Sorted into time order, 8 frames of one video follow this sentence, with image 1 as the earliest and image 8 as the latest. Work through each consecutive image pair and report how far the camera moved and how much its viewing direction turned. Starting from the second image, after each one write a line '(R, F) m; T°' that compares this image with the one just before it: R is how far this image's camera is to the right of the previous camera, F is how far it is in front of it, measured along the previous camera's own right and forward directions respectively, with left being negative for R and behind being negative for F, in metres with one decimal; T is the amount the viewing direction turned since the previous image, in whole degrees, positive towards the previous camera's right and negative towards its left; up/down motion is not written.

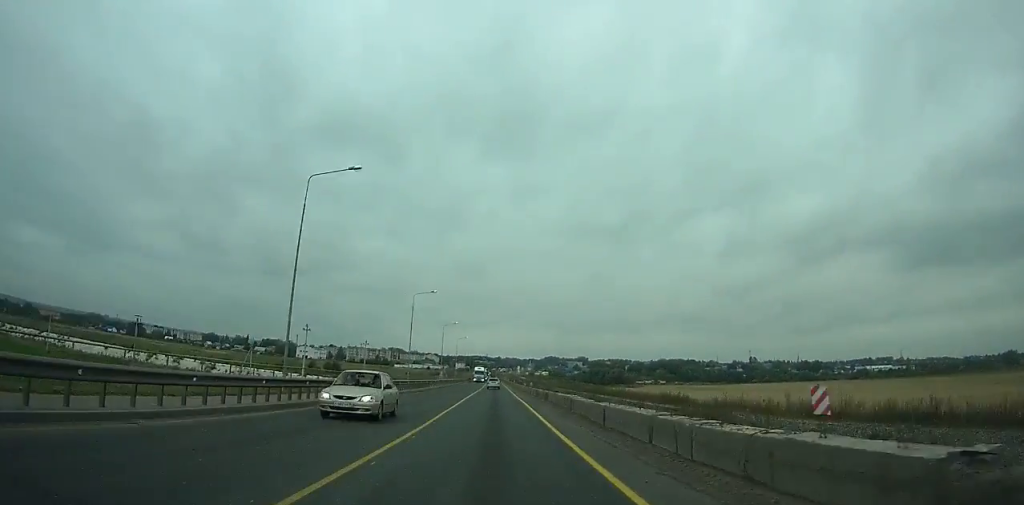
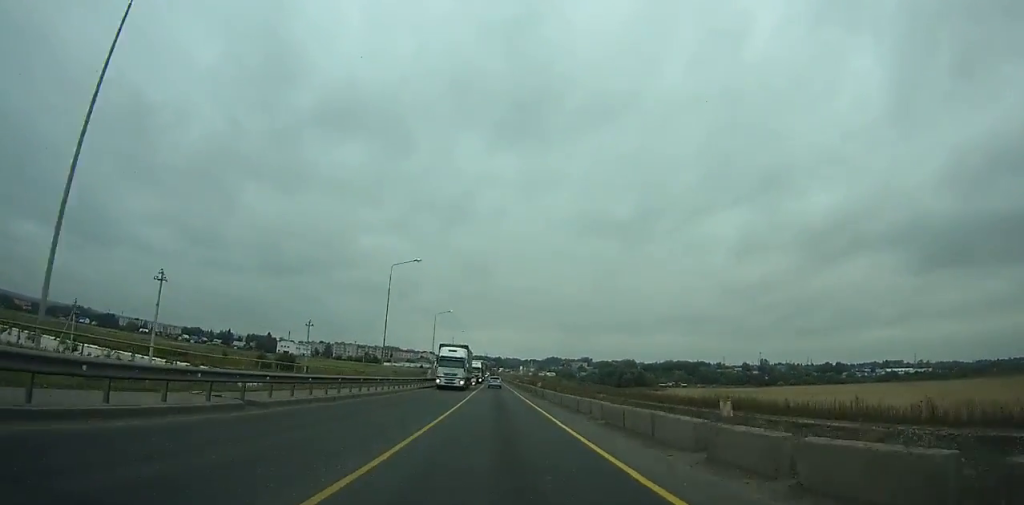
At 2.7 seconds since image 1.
(-0.2, +55.3) m; 0°
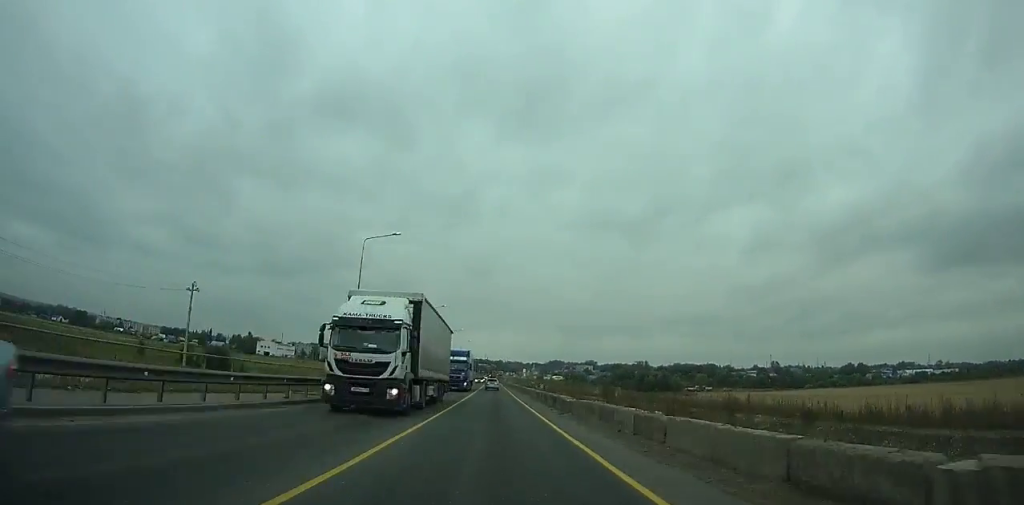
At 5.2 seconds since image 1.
(-0.1, +50.8) m; 0°
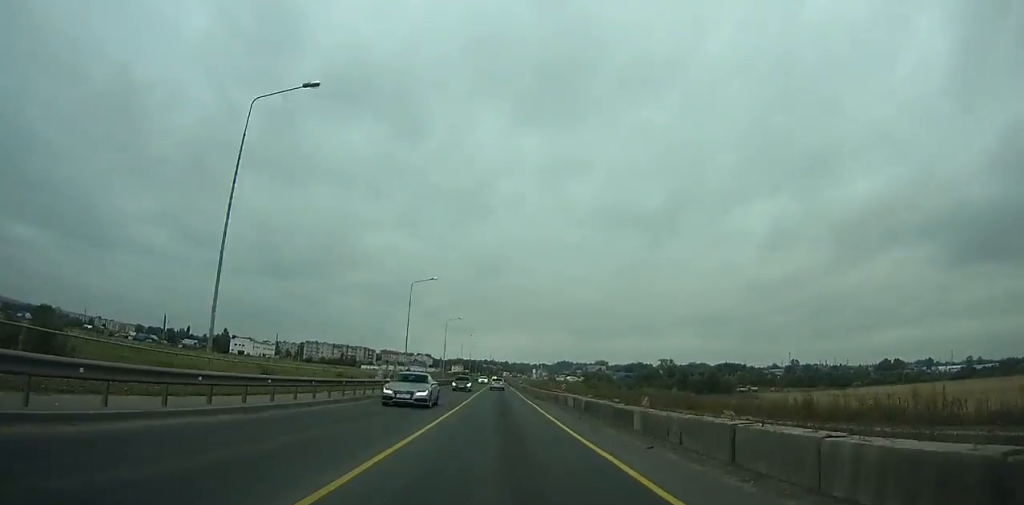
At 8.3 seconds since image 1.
(+0.2, +62.6) m; 0°
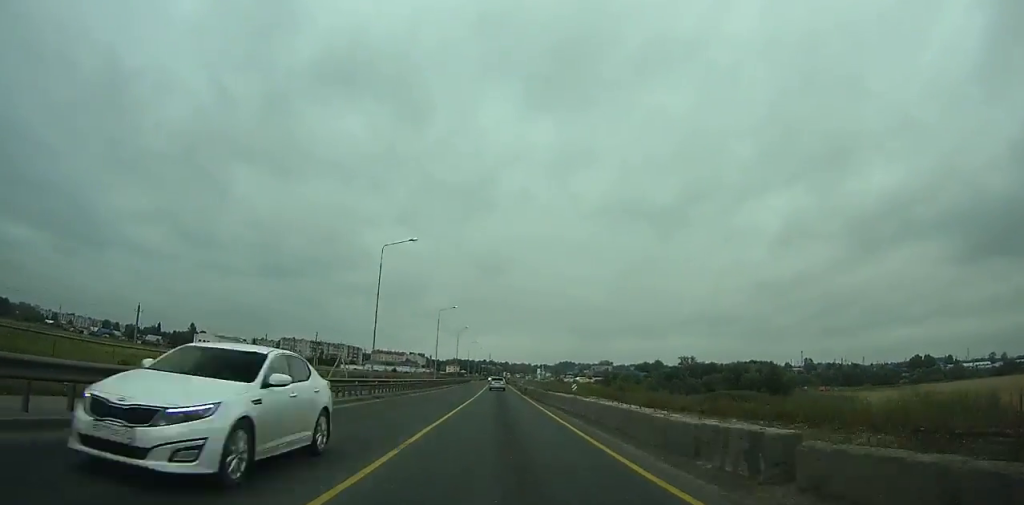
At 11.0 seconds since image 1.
(0.0, +54.1) m; 0°
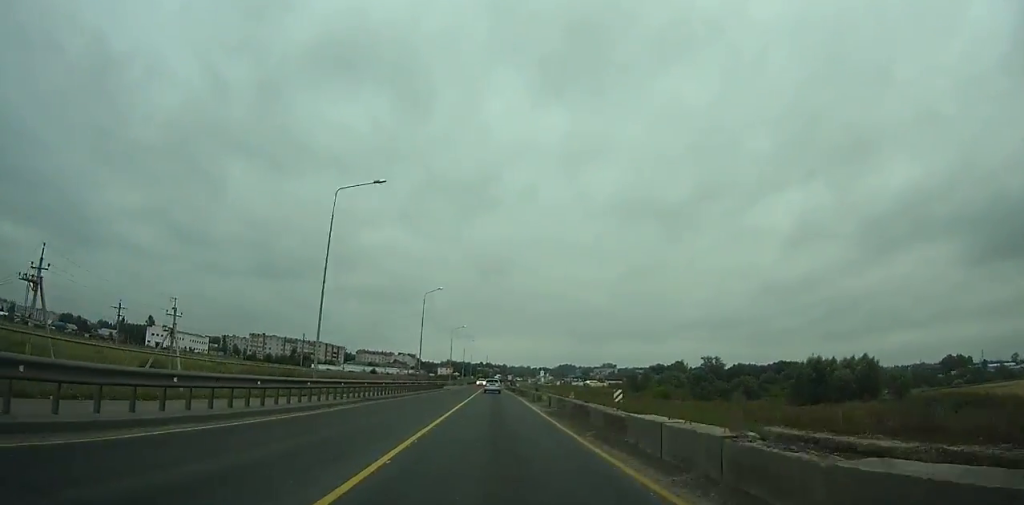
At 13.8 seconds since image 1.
(-0.2, +55.4) m; 0°
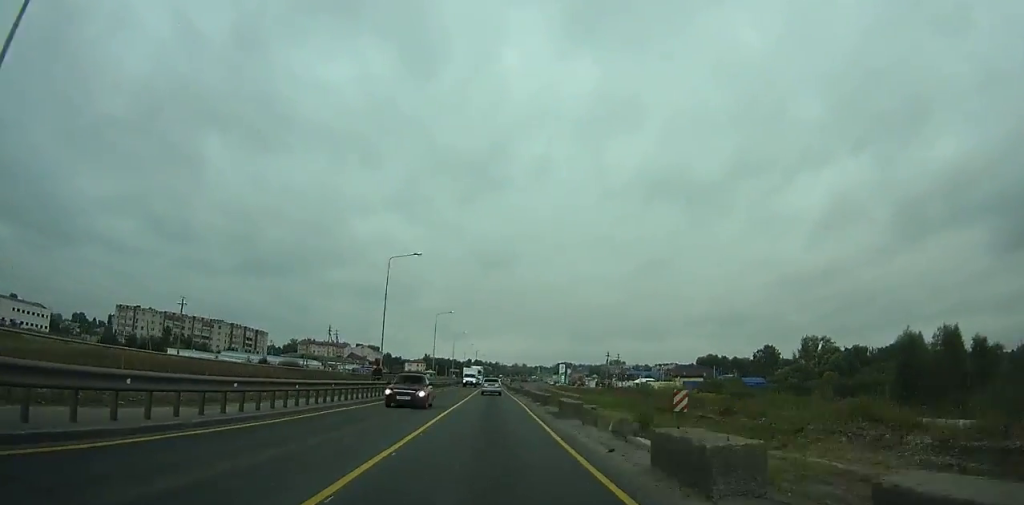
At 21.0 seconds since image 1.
(+0.7, +139.2) m; +1°
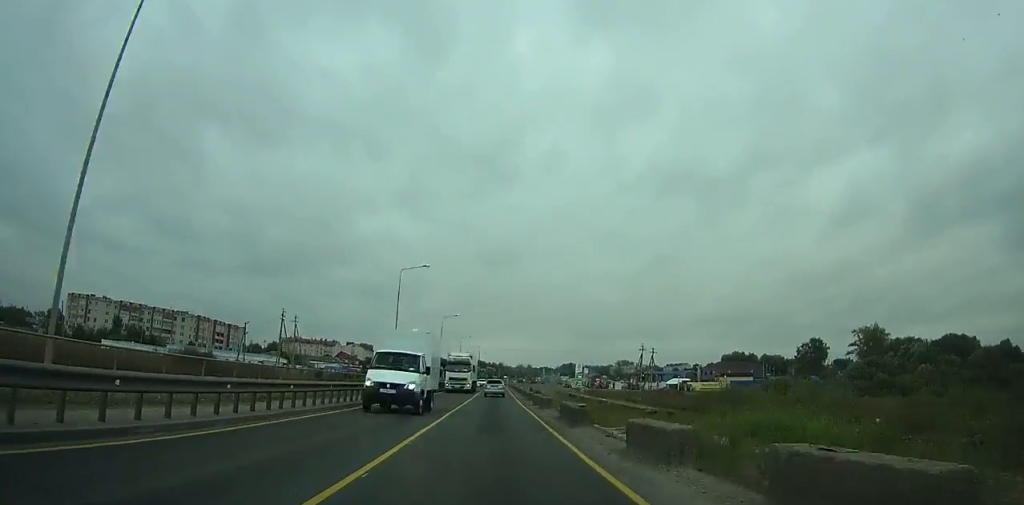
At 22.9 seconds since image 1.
(+0.1, +35.9) m; 0°
